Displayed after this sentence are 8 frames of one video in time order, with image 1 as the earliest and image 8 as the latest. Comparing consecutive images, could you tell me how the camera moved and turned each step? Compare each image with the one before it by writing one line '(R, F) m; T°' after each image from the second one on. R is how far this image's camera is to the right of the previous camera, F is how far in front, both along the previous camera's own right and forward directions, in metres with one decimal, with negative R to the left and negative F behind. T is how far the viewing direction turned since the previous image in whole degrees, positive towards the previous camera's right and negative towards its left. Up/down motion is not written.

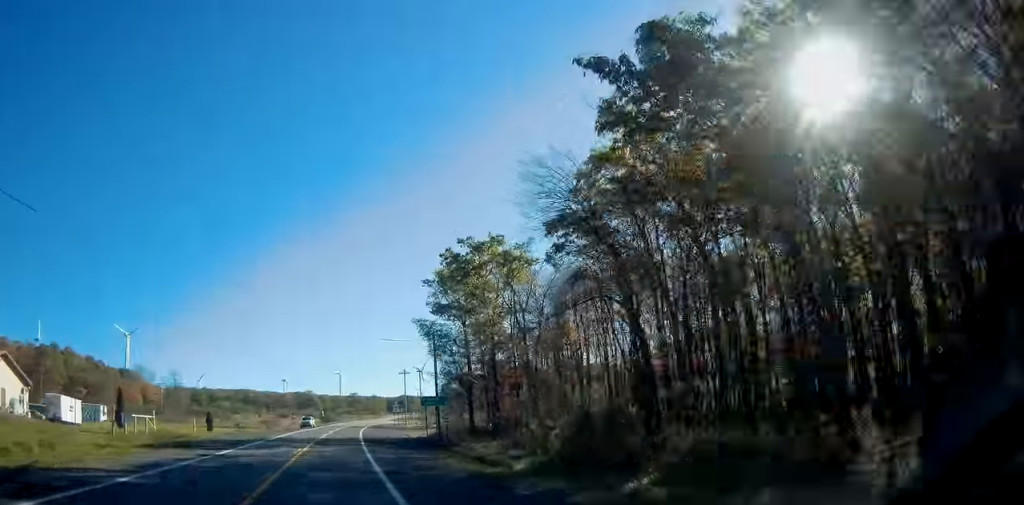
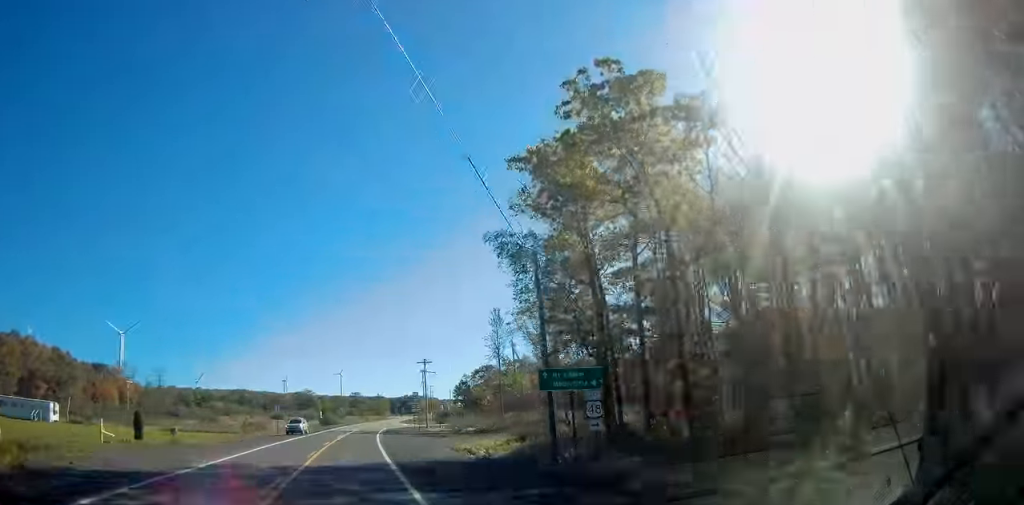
(-0.2, +25.4) m; 0°
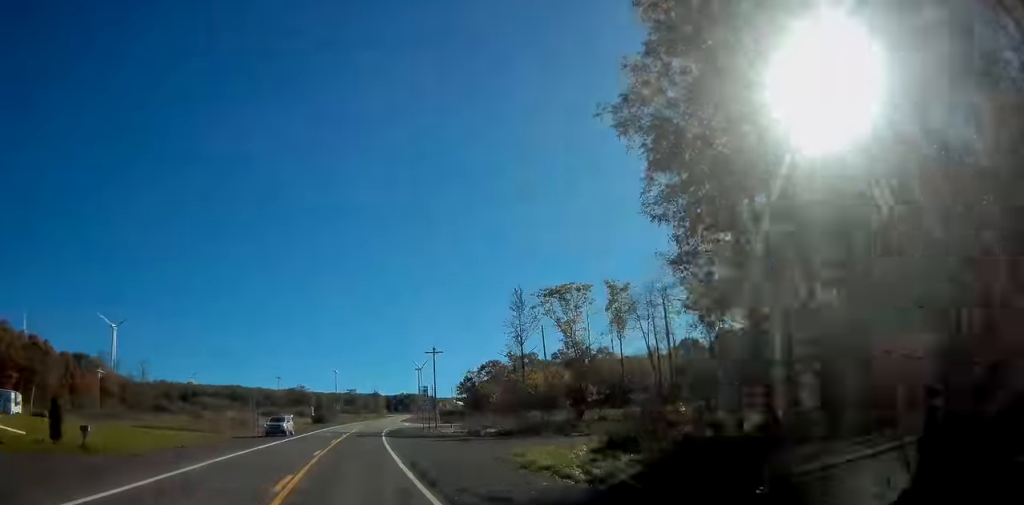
(-0.2, +13.2) m; +1°
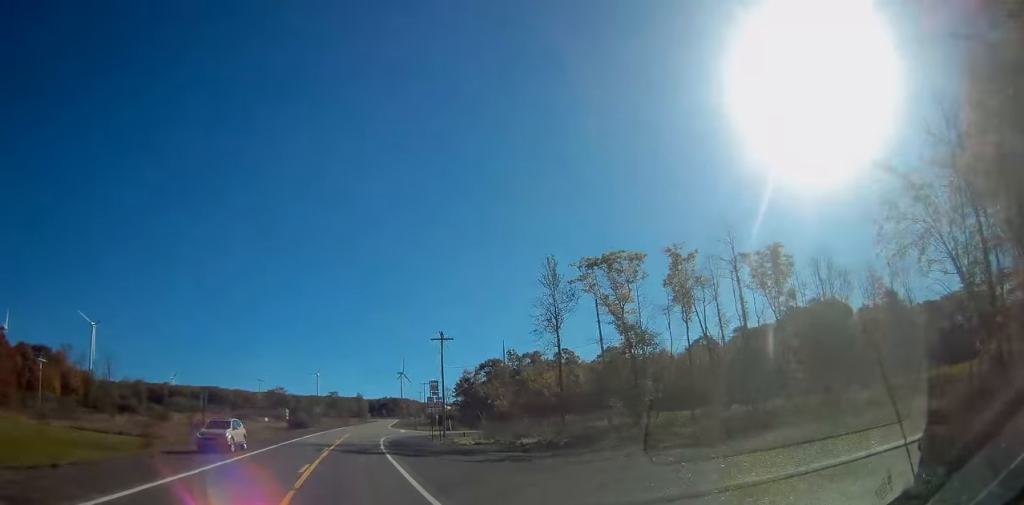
(+0.4, +17.9) m; +1°
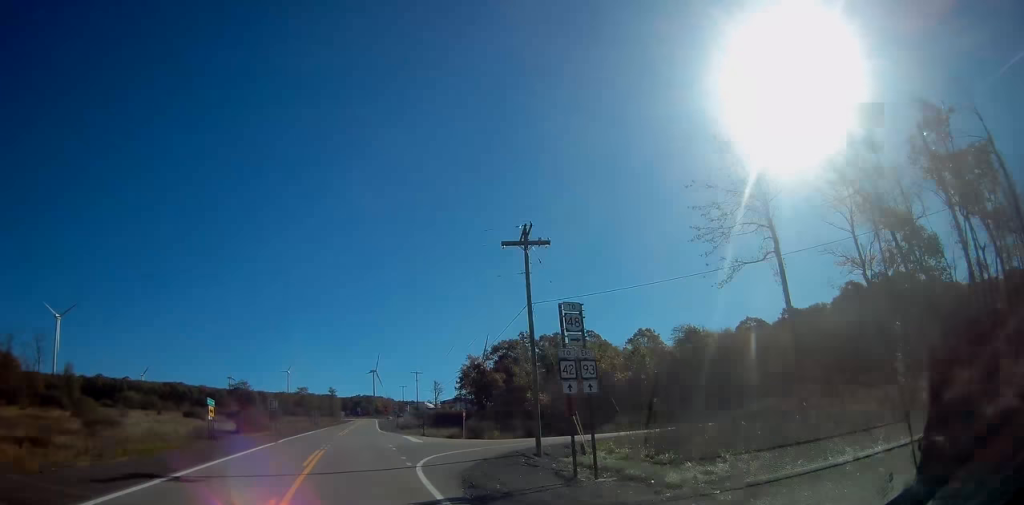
(+0.8, +34.5) m; +3°
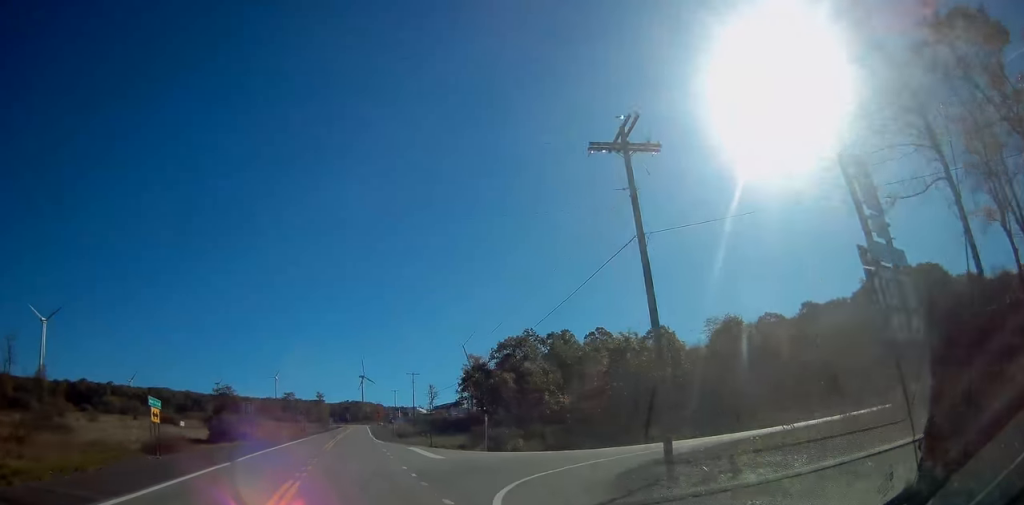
(+0.1, +11.8) m; +1°
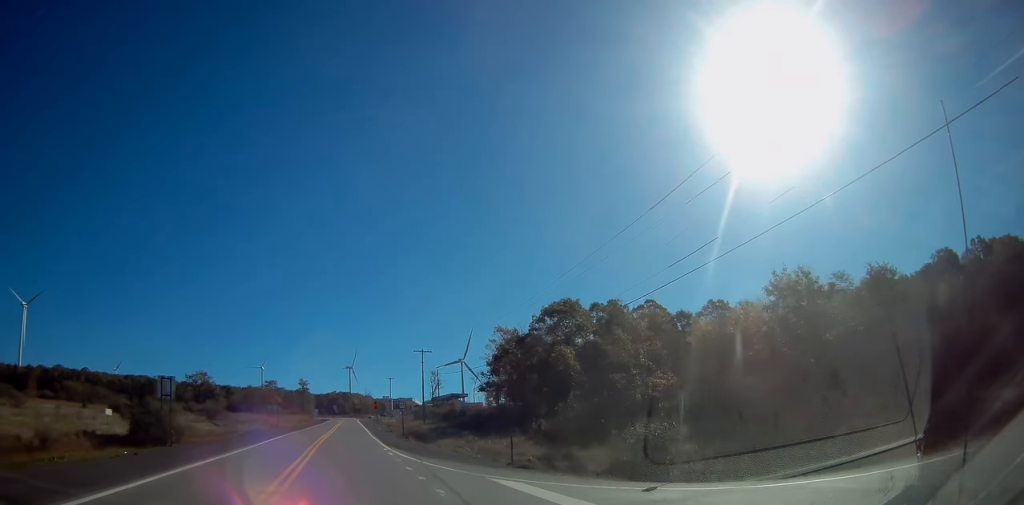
(+0.6, +25.8) m; +1°
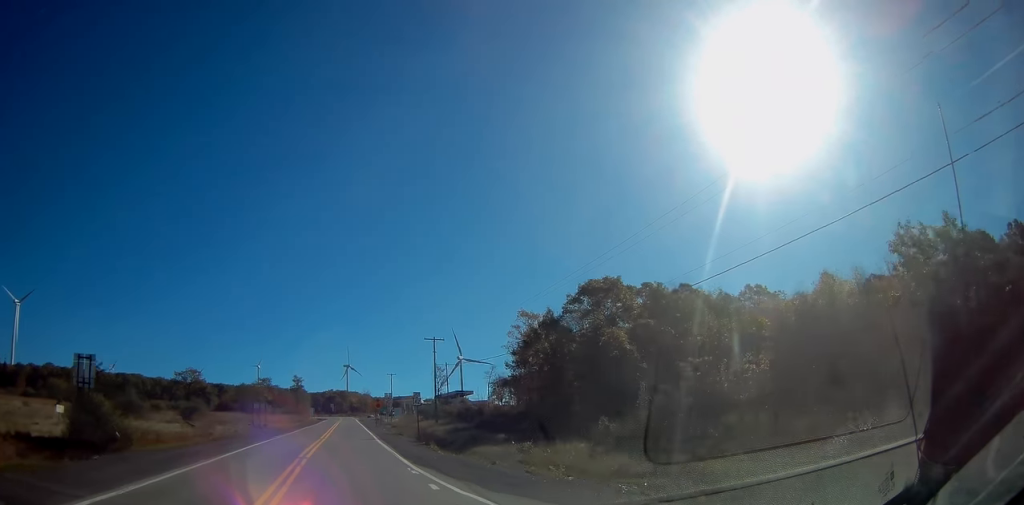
(0.0, +12.0) m; 0°
